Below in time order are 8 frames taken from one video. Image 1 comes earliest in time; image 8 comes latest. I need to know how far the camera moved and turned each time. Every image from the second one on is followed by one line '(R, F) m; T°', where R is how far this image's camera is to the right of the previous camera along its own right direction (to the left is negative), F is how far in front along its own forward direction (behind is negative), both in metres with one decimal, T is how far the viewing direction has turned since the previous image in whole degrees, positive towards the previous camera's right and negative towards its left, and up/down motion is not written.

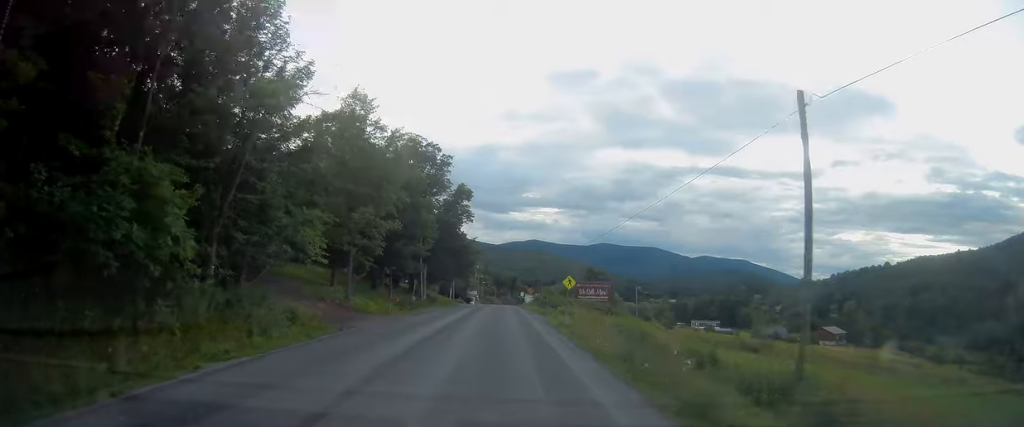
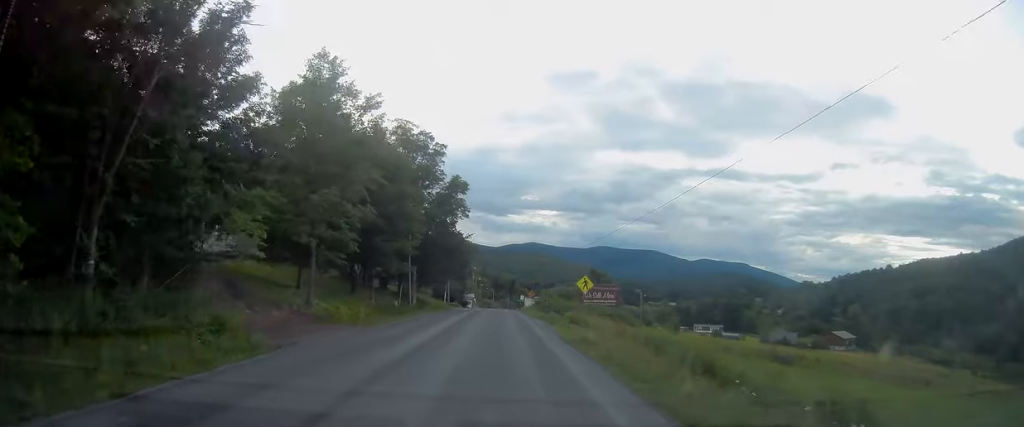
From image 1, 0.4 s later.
(0.0, +8.0) m; 0°
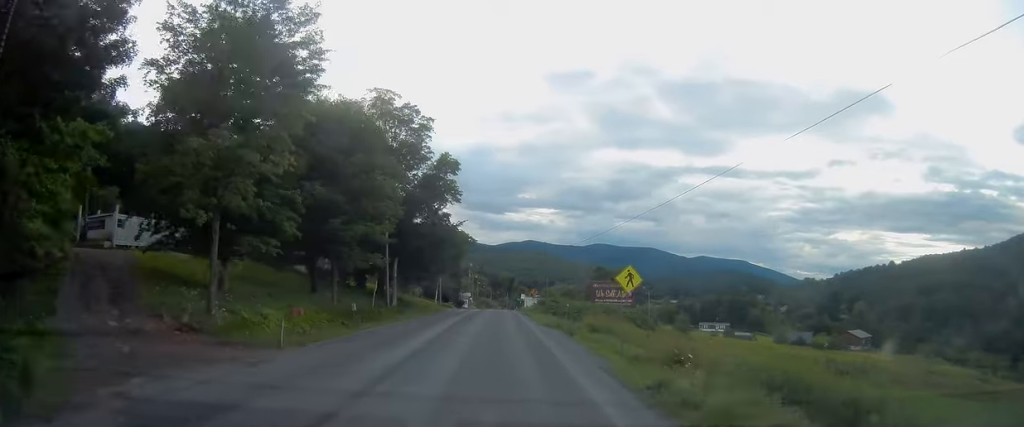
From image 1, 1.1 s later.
(0.0, +11.7) m; 0°
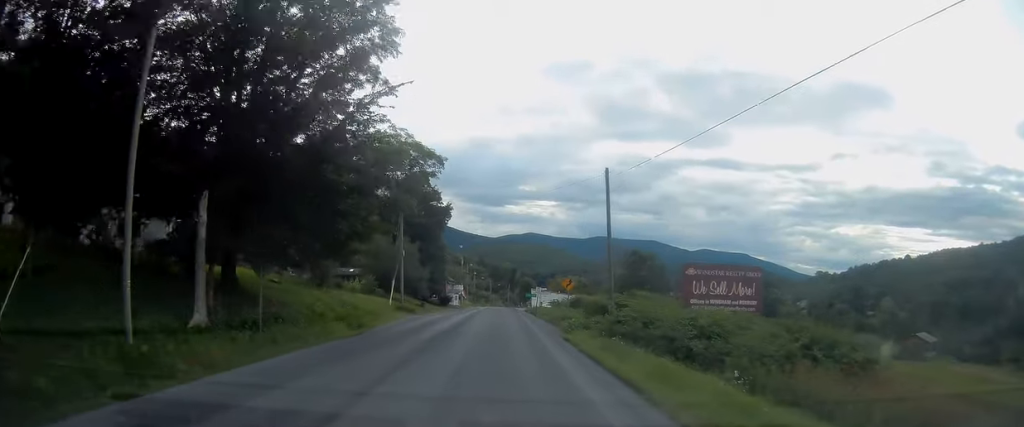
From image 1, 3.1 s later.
(-0.1, +38.0) m; -1°
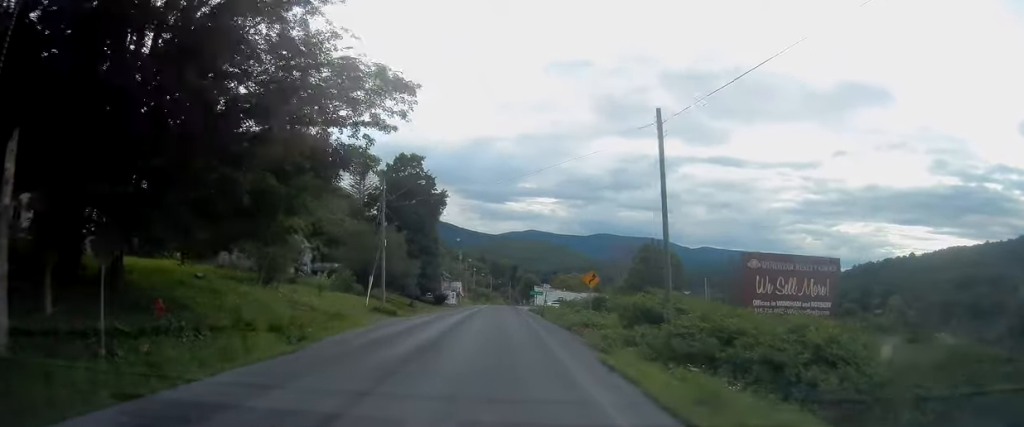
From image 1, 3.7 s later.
(-0.2, +9.8) m; 0°
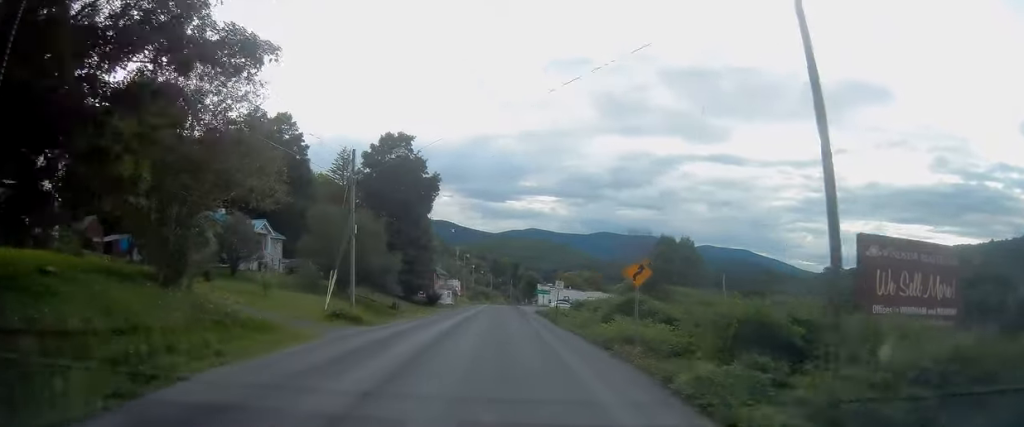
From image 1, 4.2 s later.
(-0.1, +10.4) m; 0°
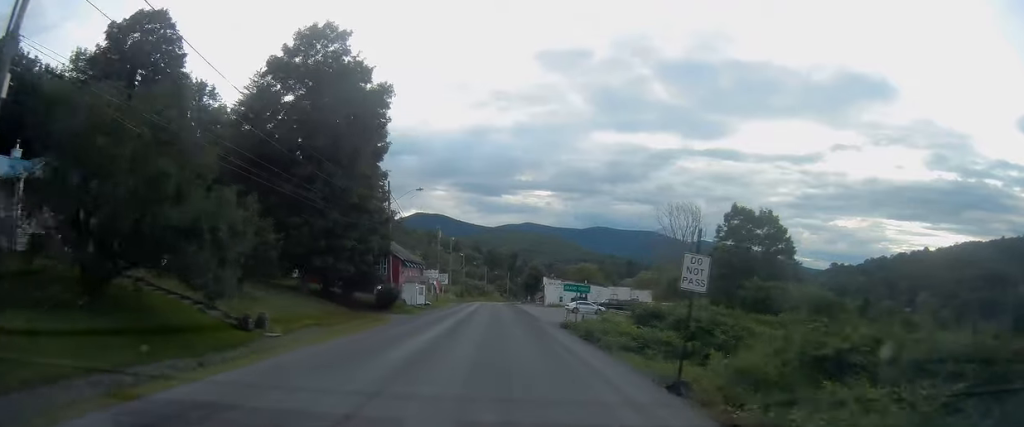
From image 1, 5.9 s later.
(+0.6, +30.0) m; +1°
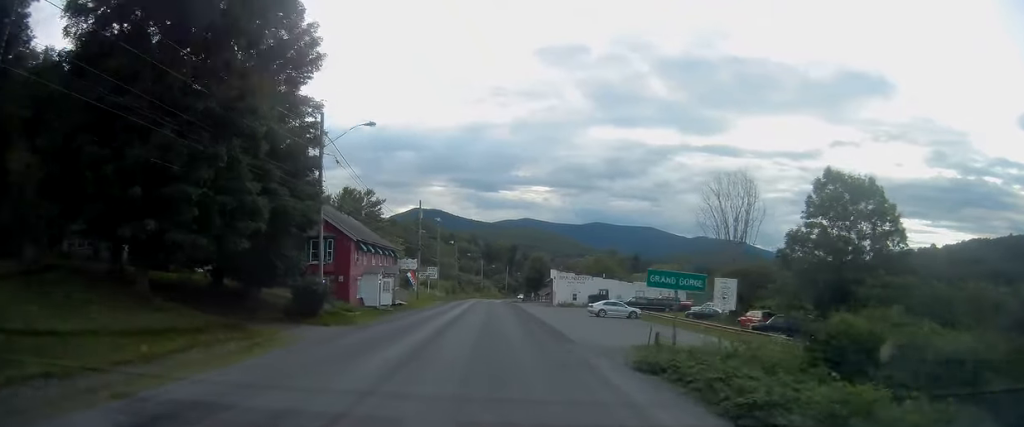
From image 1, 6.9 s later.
(0.0, +19.6) m; +1°
